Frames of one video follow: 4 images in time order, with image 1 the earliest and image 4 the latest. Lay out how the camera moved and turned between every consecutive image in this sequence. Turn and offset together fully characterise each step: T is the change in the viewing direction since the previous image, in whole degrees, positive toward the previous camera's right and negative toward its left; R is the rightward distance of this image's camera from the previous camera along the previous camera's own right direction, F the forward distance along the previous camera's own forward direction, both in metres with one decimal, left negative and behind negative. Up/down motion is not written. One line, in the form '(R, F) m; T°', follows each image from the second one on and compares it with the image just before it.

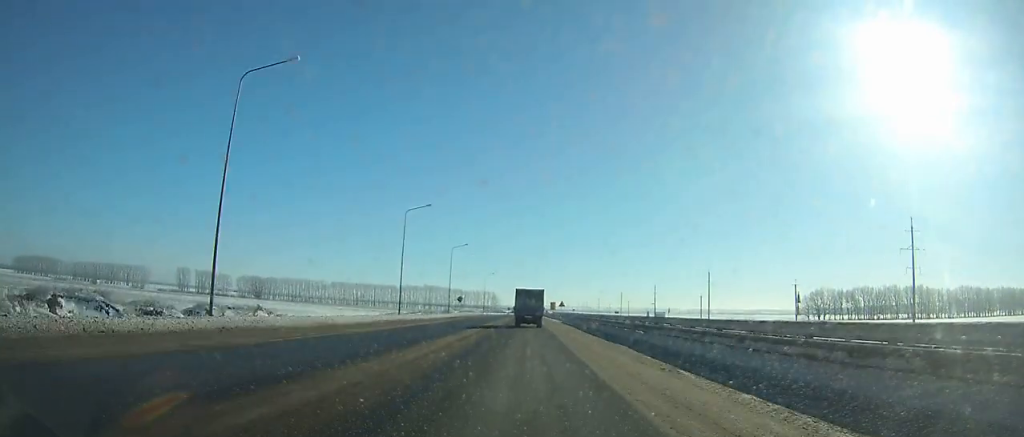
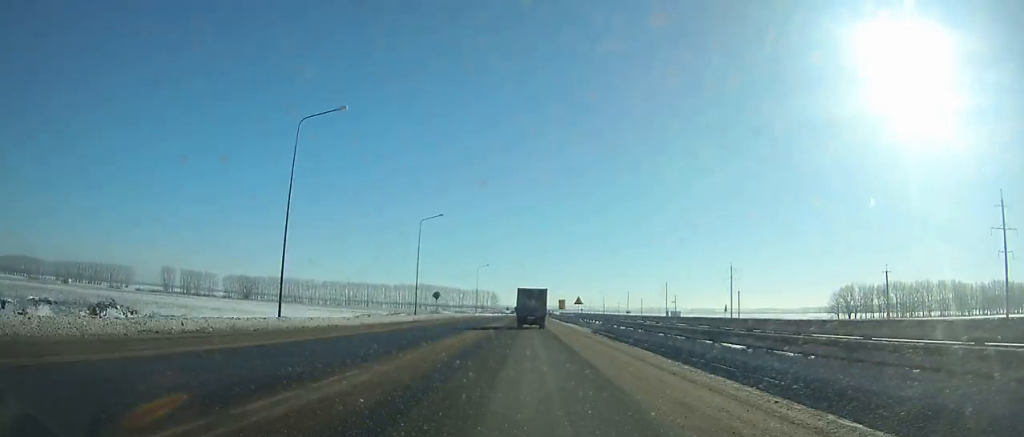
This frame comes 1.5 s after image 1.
(-0.1, +27.9) m; 0°
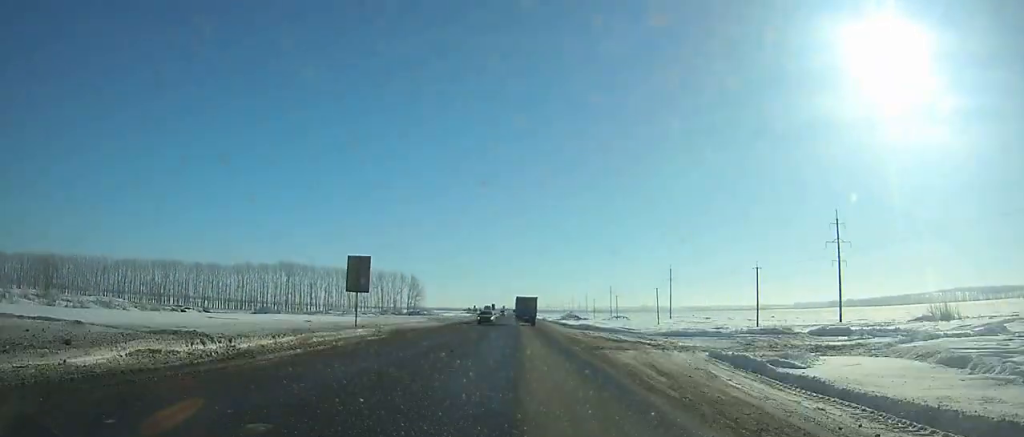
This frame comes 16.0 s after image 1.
(+15.3, +241.5) m; +3°
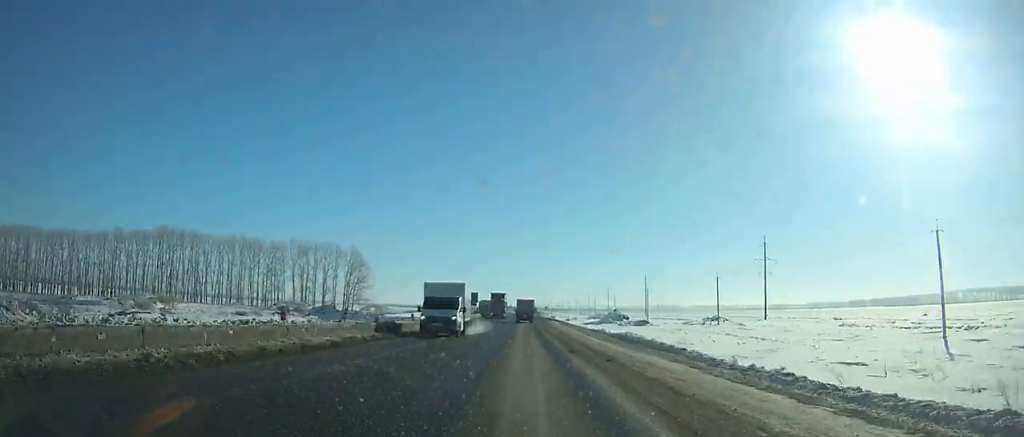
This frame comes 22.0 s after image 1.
(-4.6, +99.7) m; -3°
